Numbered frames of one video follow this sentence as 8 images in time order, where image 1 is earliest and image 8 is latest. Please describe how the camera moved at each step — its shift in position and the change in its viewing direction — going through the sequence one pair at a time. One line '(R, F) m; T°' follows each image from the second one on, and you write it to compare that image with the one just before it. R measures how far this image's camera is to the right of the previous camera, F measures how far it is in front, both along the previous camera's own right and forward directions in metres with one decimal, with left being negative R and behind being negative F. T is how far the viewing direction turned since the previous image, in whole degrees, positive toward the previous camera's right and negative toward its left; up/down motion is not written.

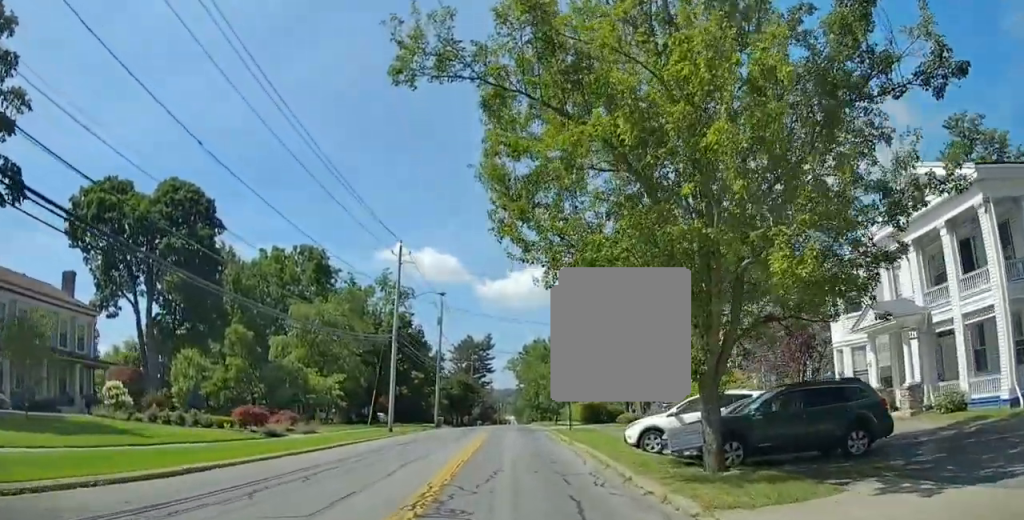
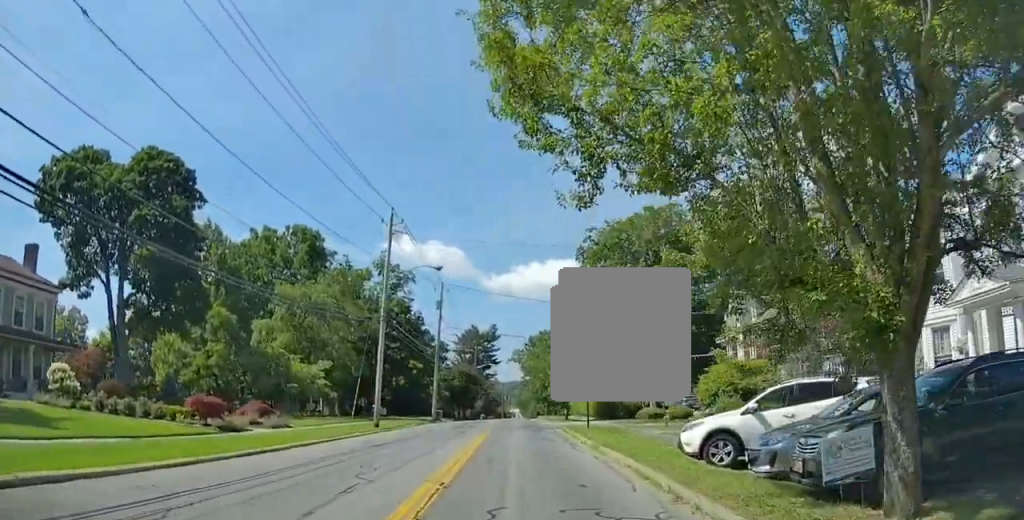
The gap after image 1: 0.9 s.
(-0.3, +5.8) m; -1°
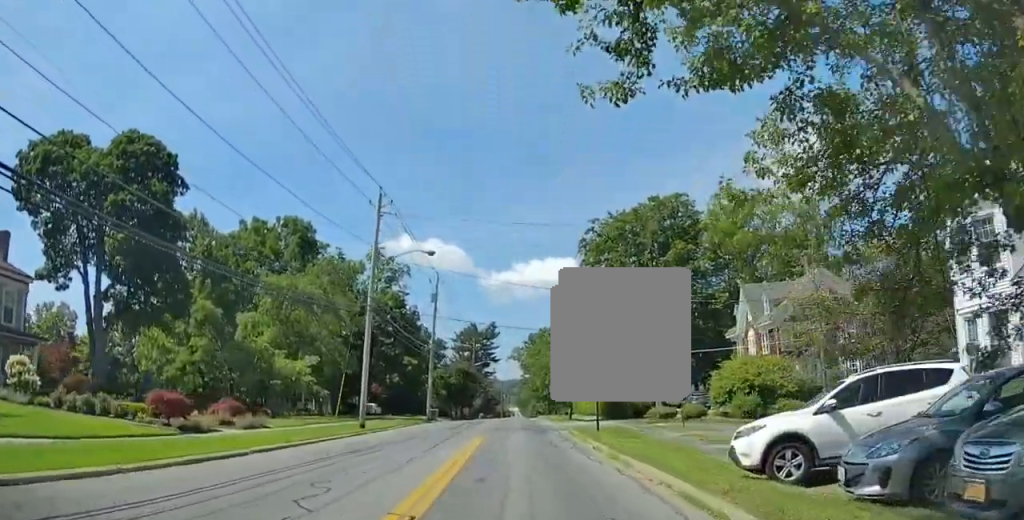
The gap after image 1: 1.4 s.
(+0.1, +3.5) m; +1°
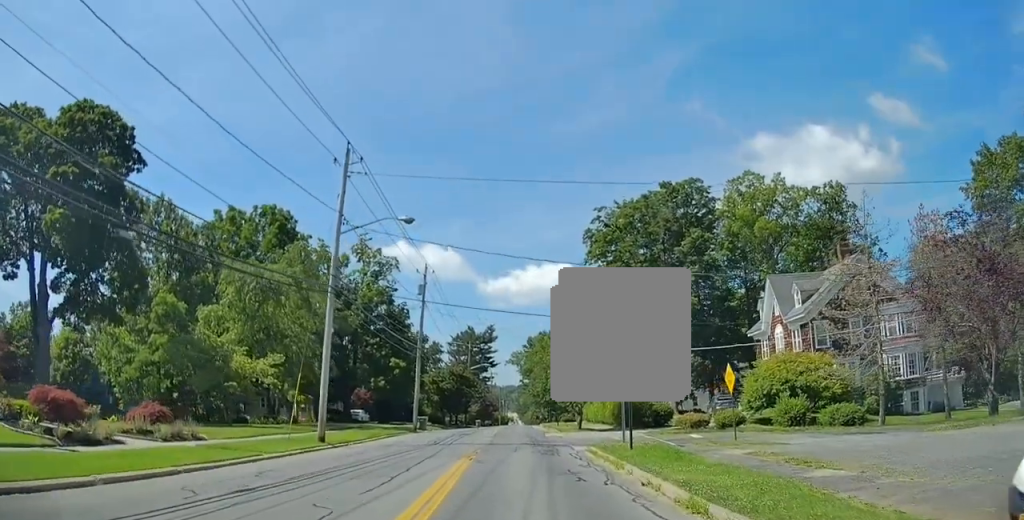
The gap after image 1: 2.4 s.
(+0.1, +6.9) m; +1°
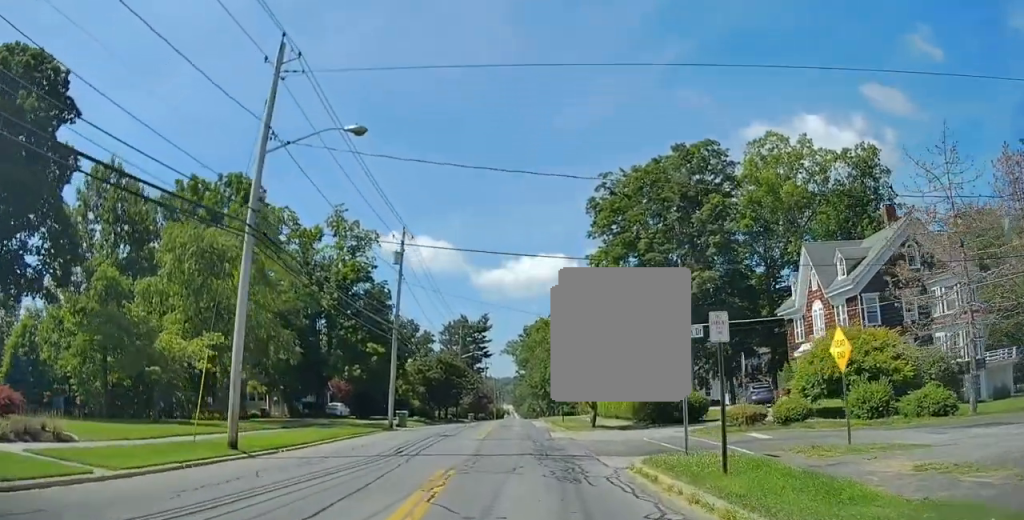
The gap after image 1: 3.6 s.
(0.0, +8.4) m; 0°
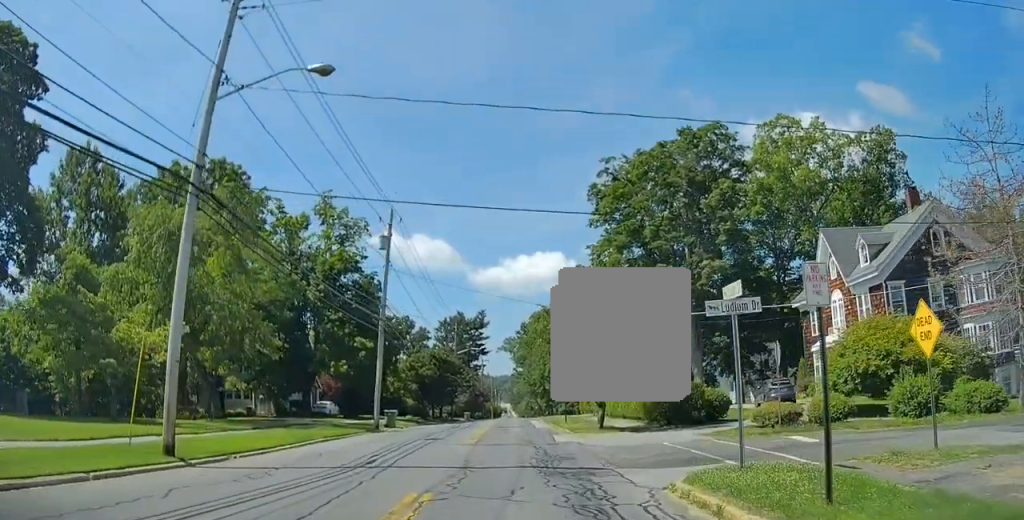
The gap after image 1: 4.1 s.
(0.0, +3.5) m; +1°
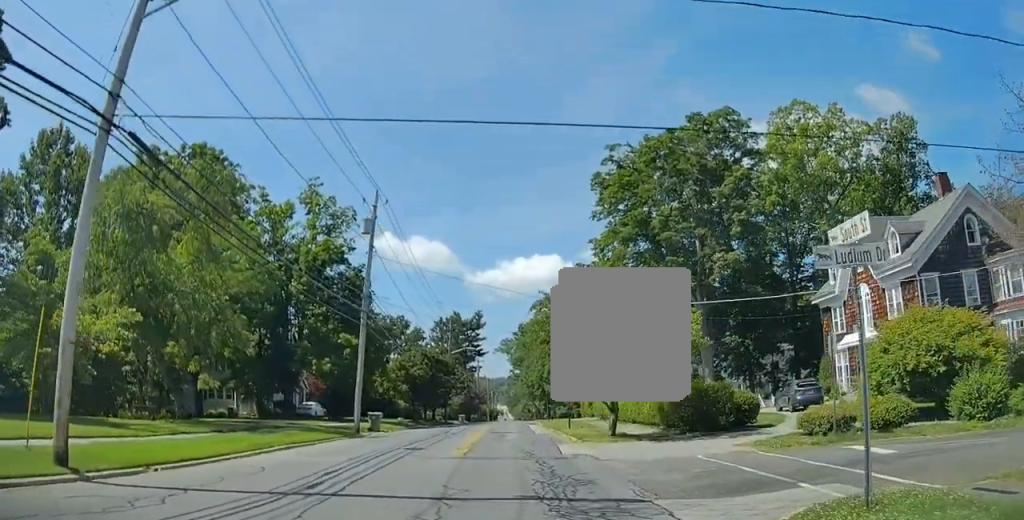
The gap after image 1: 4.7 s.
(-0.1, +4.0) m; +1°
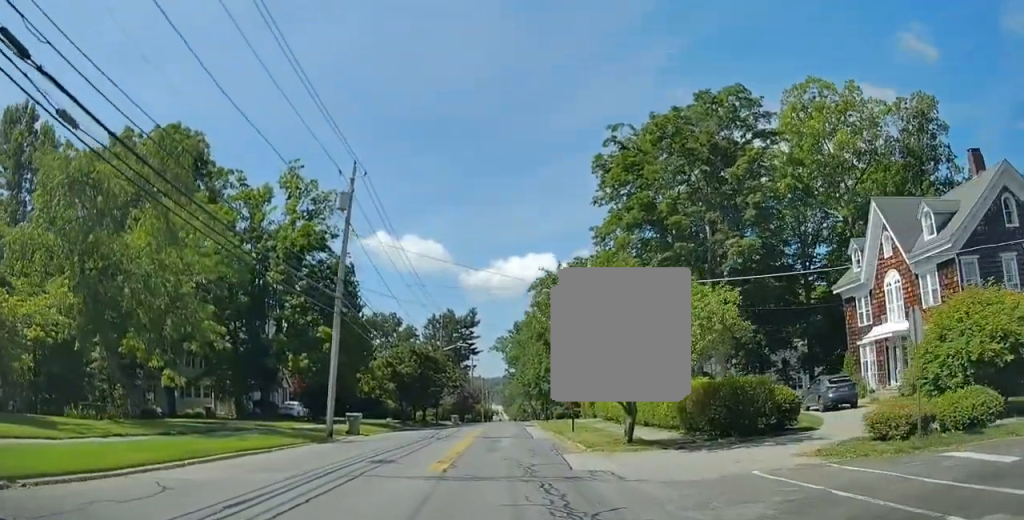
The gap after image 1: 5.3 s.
(+0.2, +4.3) m; +1°
